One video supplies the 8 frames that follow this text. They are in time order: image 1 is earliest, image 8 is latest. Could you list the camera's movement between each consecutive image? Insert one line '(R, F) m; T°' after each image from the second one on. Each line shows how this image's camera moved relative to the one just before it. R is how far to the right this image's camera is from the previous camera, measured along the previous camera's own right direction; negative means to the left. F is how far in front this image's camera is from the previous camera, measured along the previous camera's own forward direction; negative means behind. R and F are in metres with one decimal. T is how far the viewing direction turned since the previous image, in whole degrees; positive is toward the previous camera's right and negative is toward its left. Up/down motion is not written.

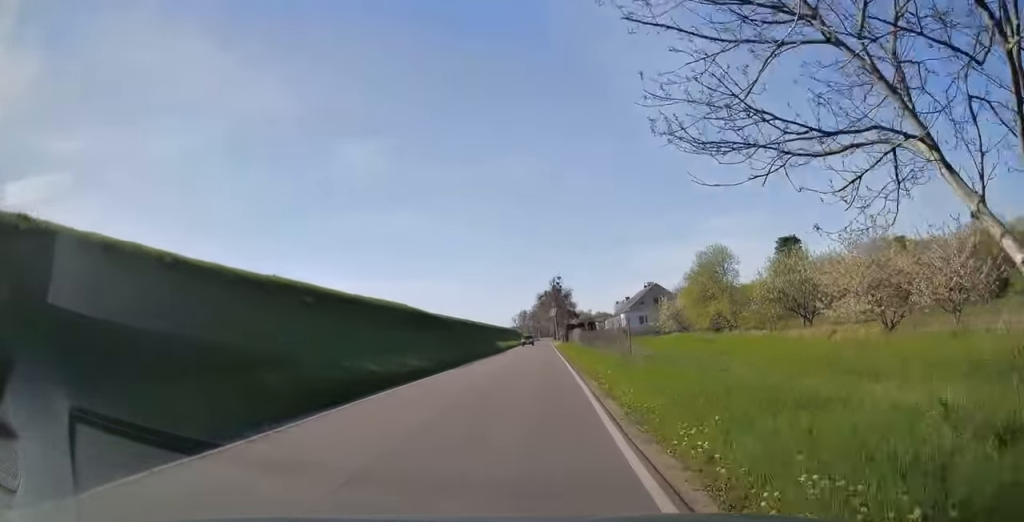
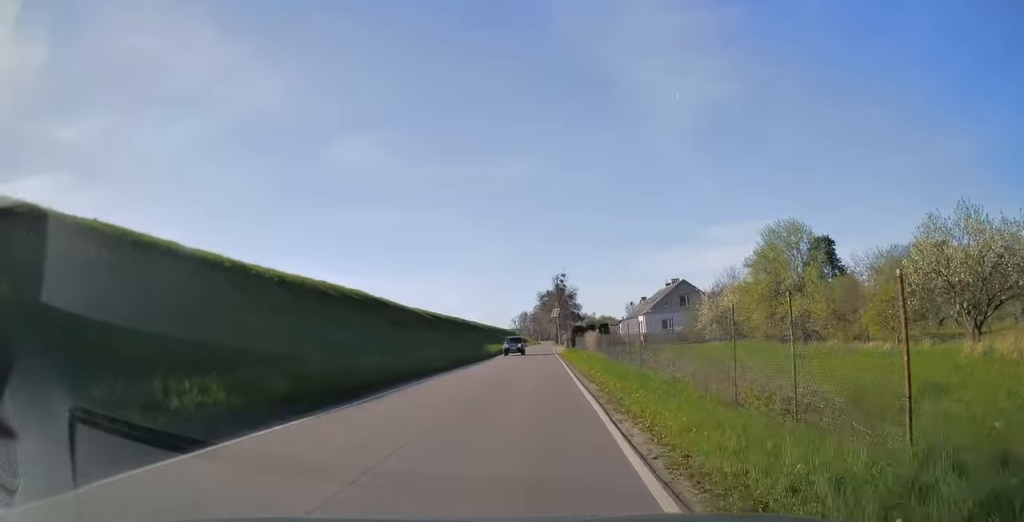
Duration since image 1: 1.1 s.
(+0.4, +16.8) m; +1°
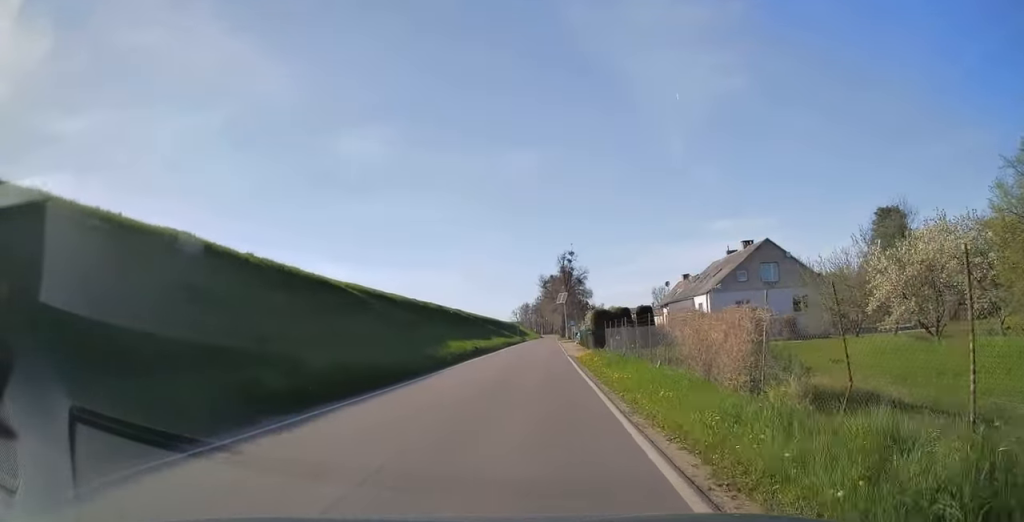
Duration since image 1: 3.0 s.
(-0.4, +28.3) m; -1°
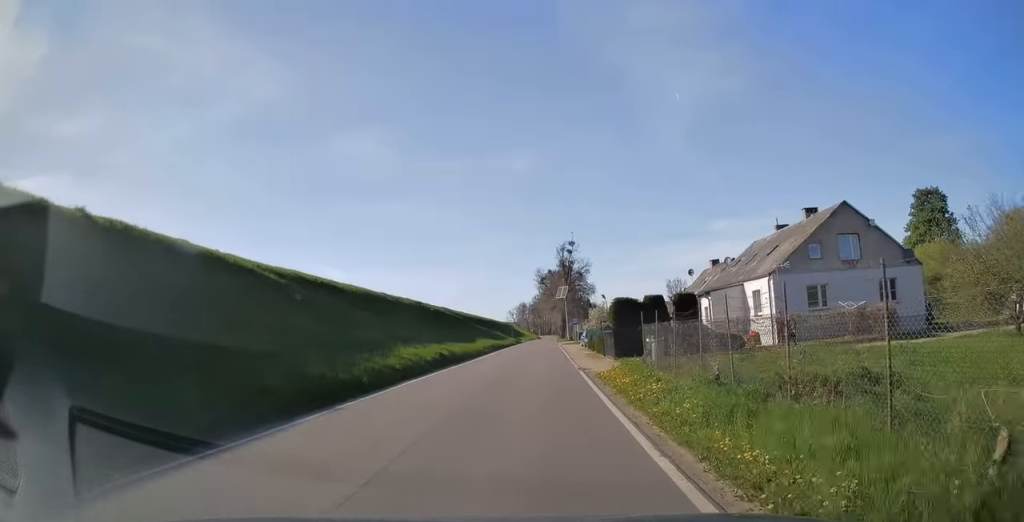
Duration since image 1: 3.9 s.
(0.0, +13.8) m; +1°
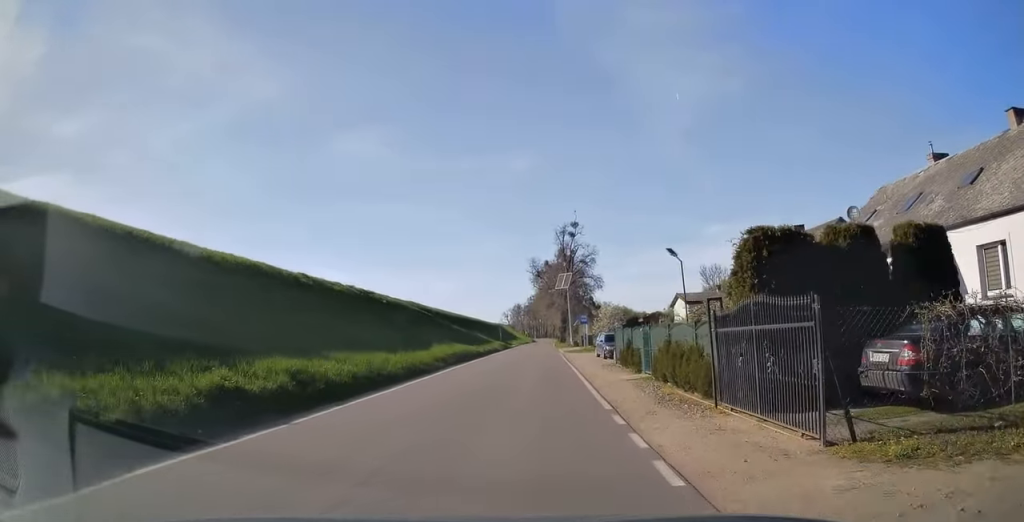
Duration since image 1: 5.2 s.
(+0.4, +20.9) m; 0°
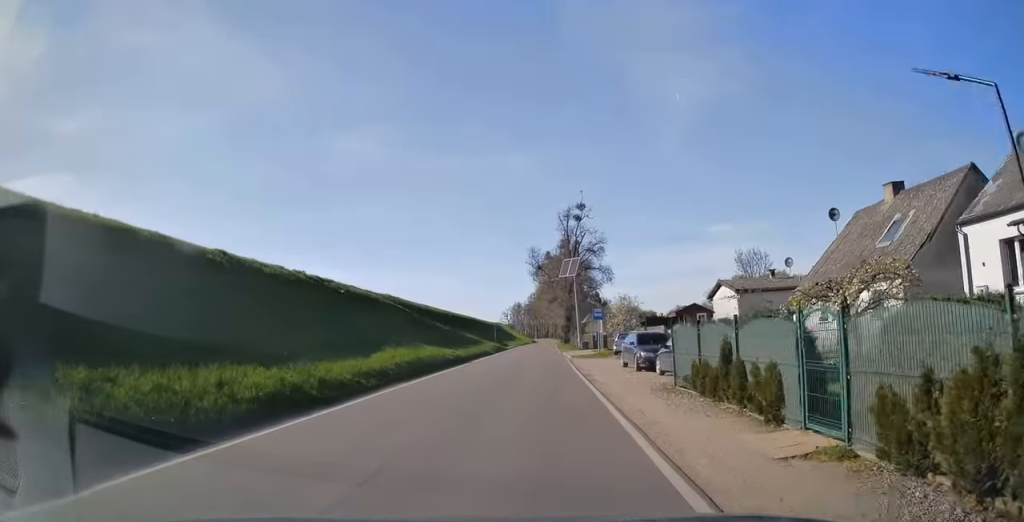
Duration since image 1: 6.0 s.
(-0.2, +12.0) m; -1°
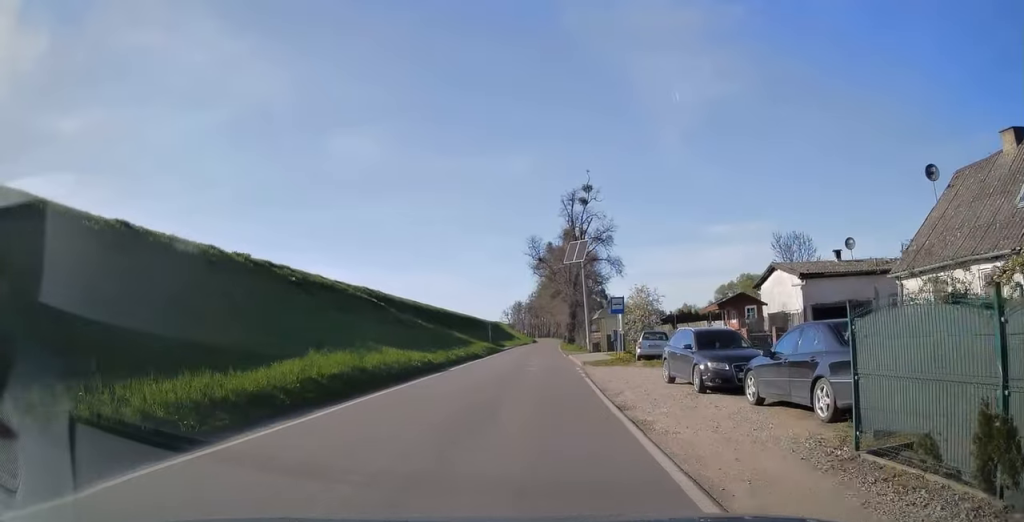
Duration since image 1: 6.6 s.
(0.0, +8.9) m; 0°
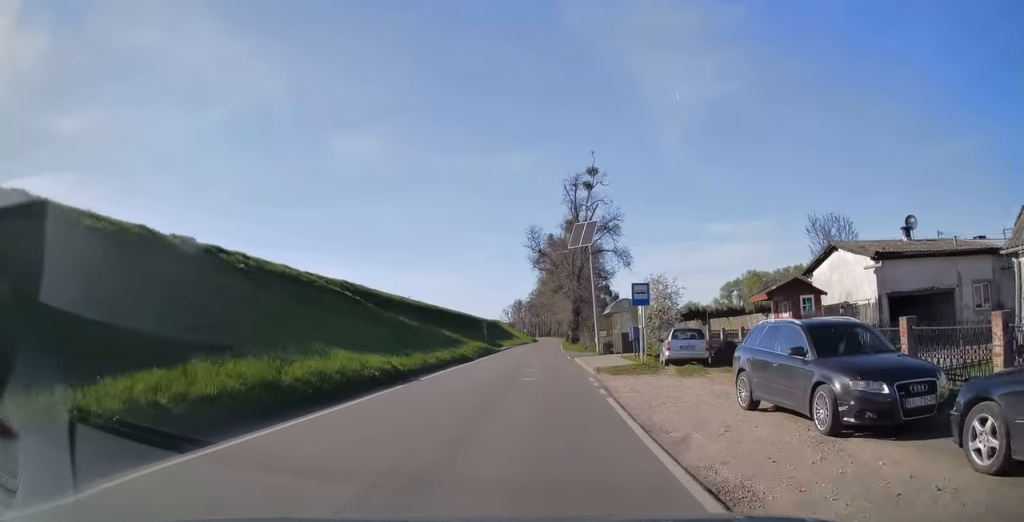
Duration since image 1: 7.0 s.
(0.0, +6.3) m; 0°
